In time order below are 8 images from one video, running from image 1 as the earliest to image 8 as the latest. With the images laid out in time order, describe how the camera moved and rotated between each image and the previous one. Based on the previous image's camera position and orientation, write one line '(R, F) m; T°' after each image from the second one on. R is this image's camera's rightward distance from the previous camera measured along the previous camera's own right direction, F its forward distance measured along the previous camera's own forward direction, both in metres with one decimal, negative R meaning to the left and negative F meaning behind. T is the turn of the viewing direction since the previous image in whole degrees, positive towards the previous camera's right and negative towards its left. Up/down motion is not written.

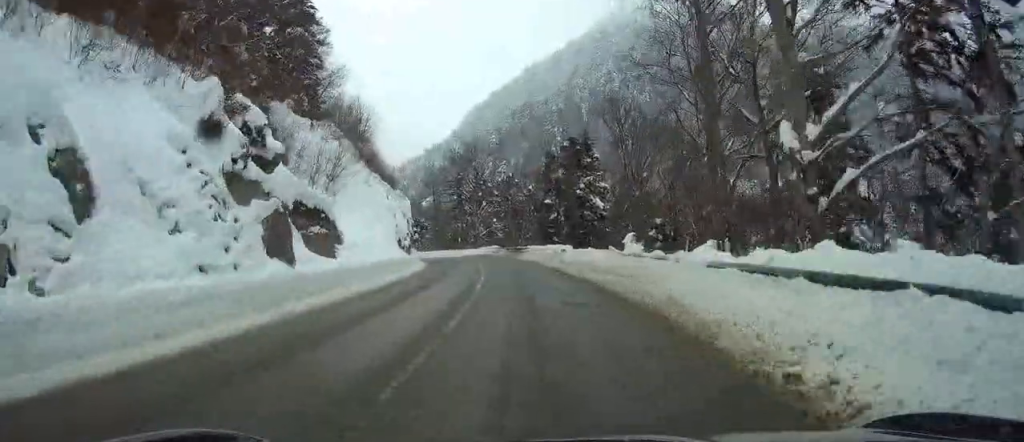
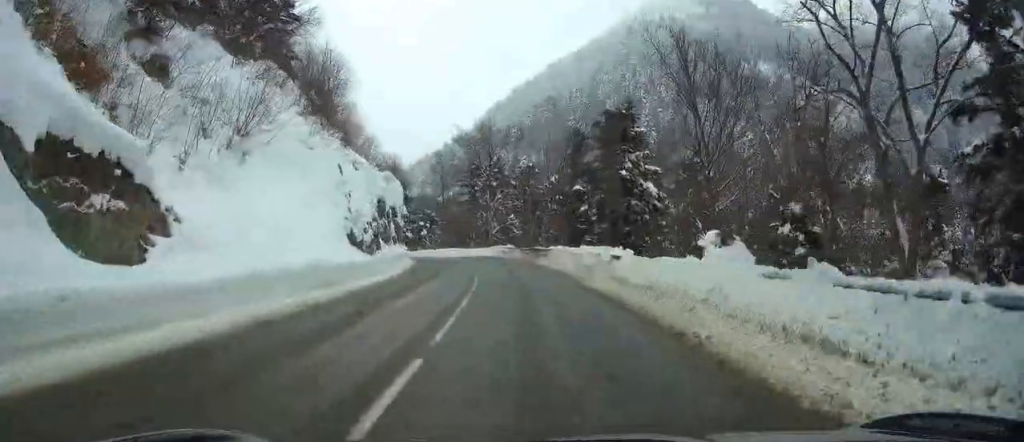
(+0.2, +14.4) m; 0°
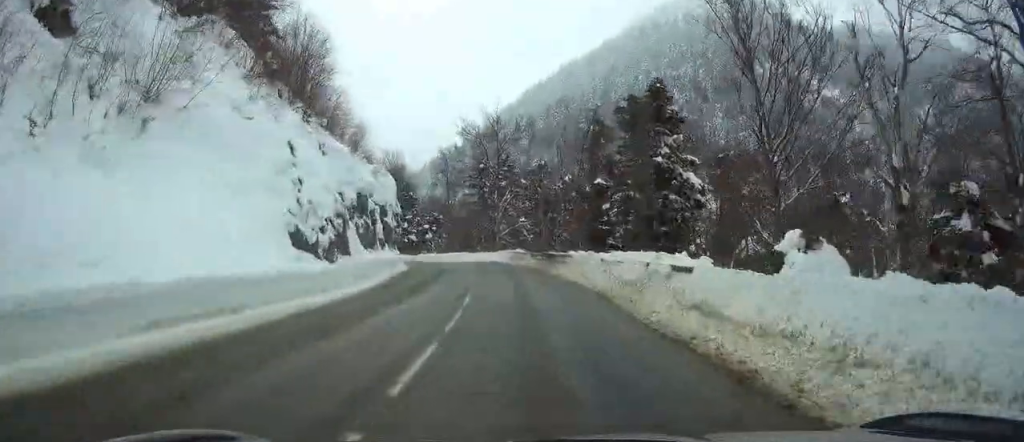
(0.0, +7.5) m; -1°
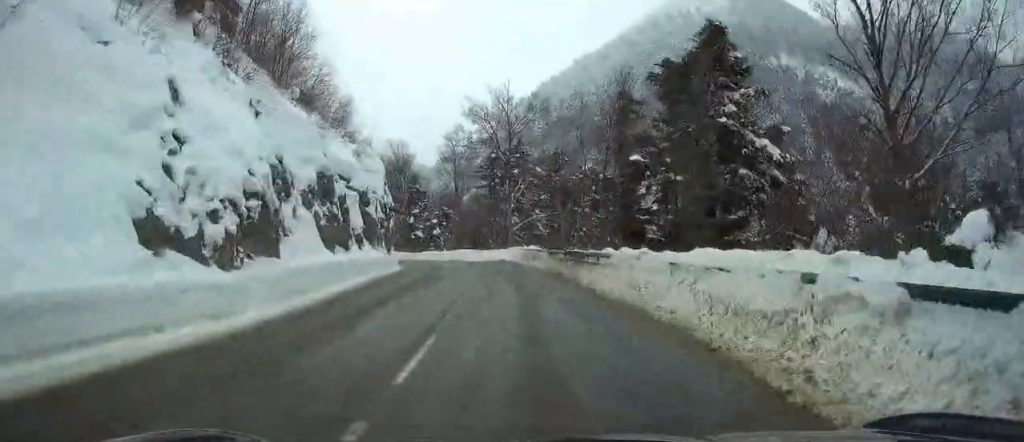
(-0.2, +7.9) m; -1°
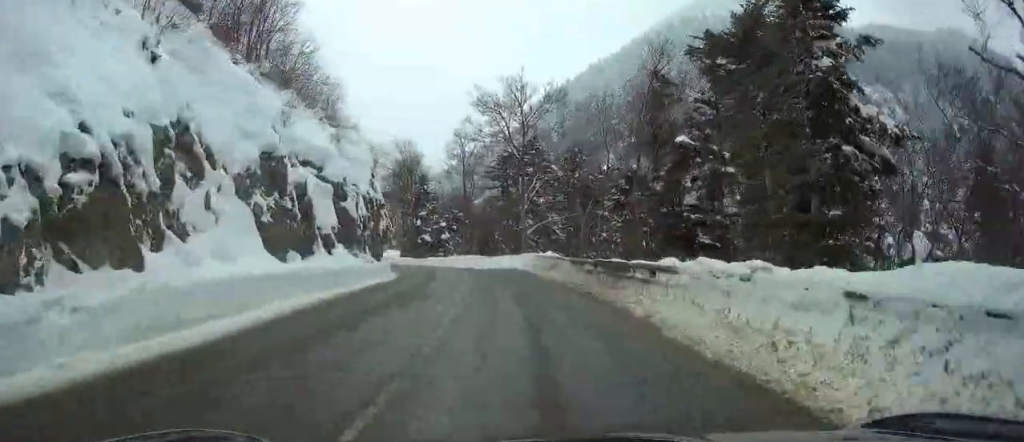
(0.0, +6.9) m; -1°
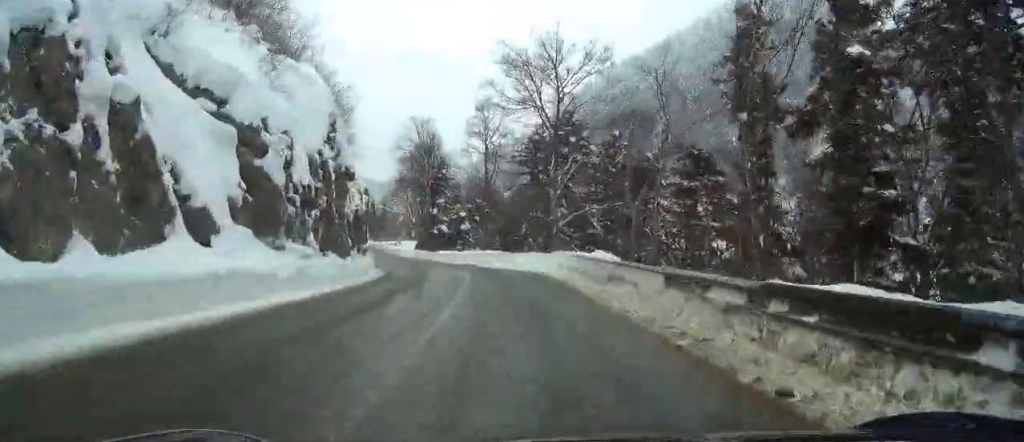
(-0.3, +10.6) m; -2°
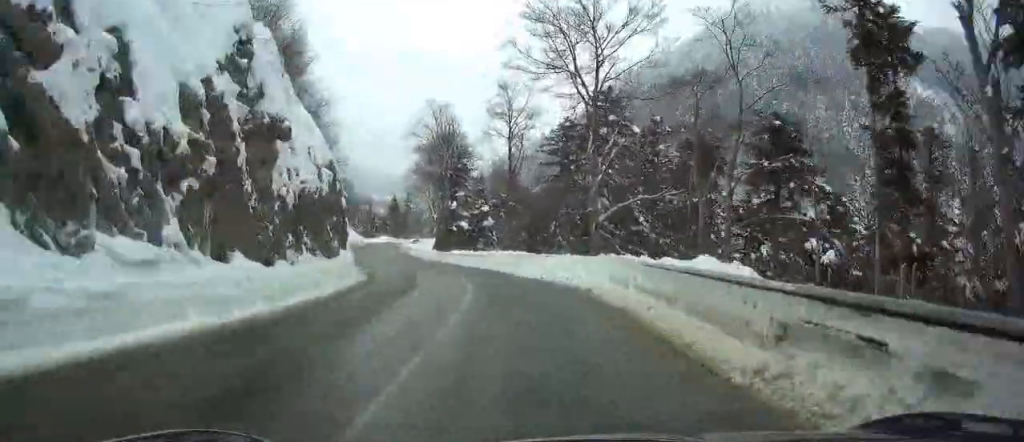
(-0.2, +9.4) m; -3°
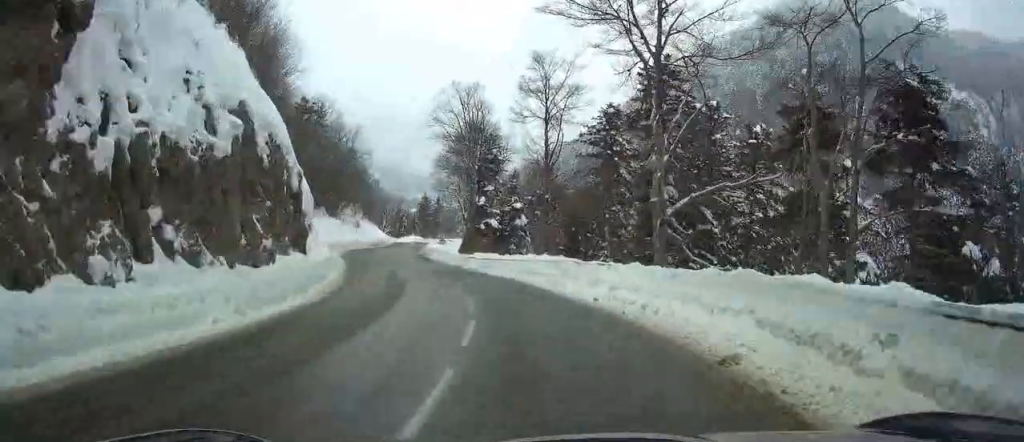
(+0.1, +8.9) m; -4°
